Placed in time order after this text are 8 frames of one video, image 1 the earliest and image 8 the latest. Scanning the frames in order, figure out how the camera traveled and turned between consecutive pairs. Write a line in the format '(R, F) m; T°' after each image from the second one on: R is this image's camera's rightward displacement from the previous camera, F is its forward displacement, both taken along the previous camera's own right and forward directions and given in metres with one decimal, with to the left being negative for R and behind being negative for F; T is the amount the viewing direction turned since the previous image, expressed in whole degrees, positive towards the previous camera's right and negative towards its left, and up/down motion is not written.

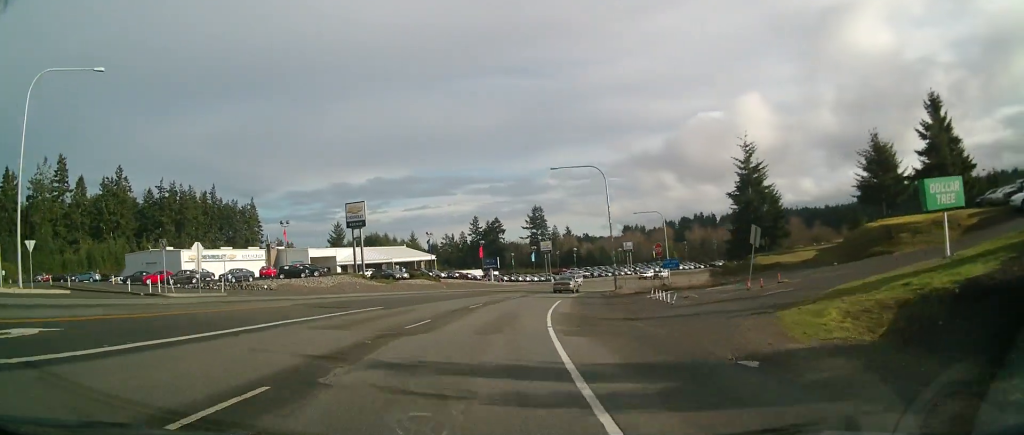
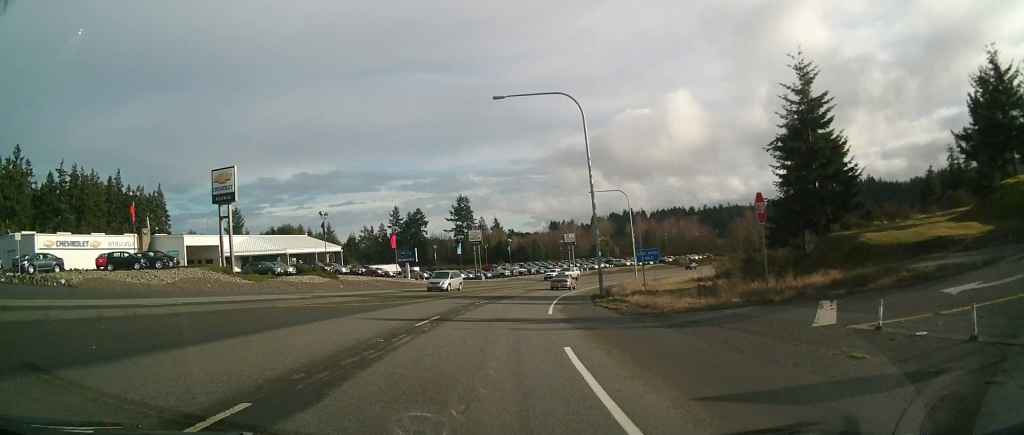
(+0.4, +24.0) m; +8°
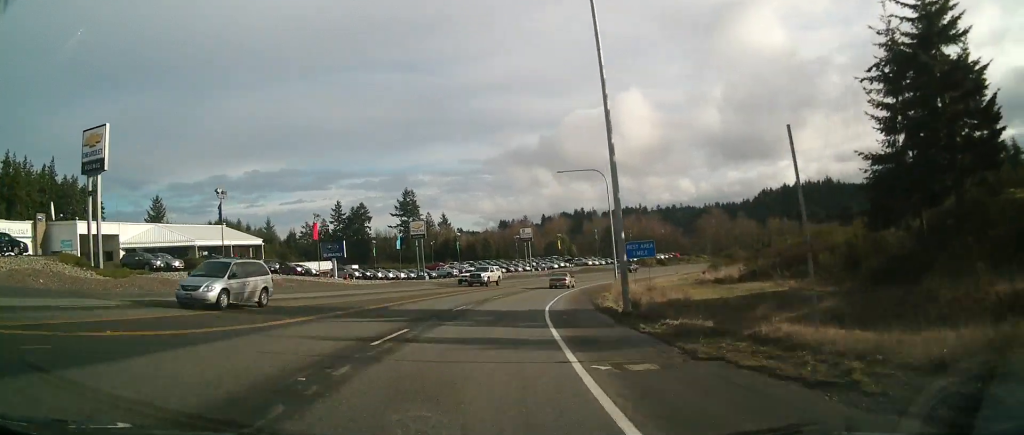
(+1.8, +16.6) m; +6°
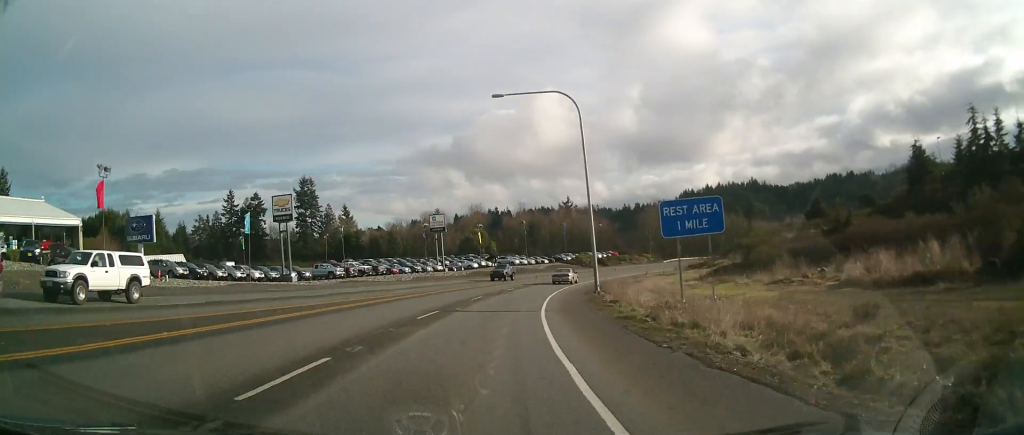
(+1.3, +29.1) m; +4°
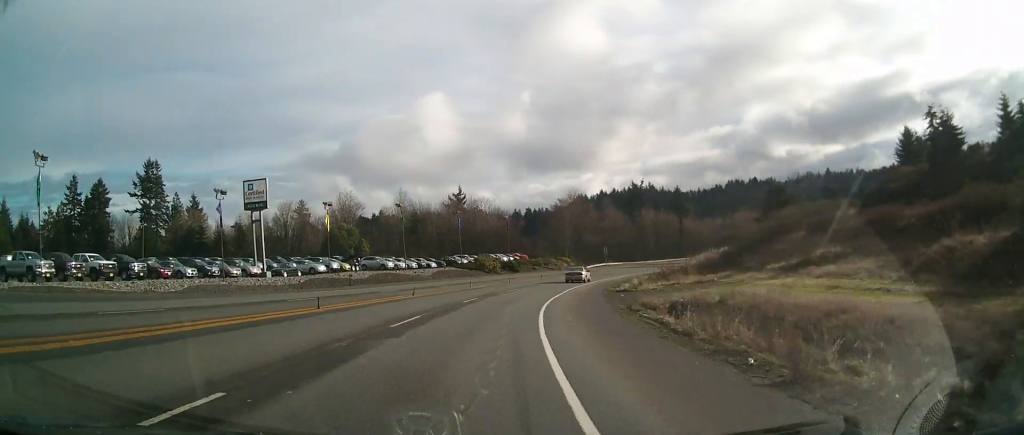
(+2.7, +38.8) m; +9°
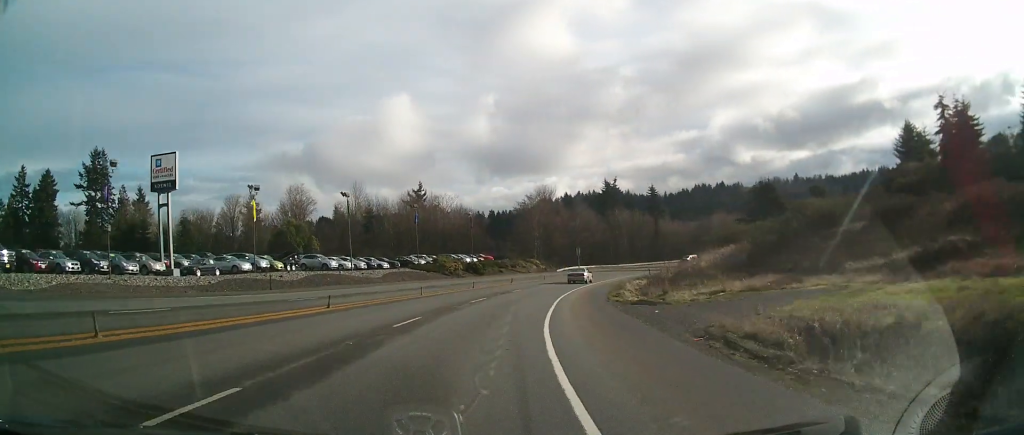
(+0.4, +11.9) m; +4°
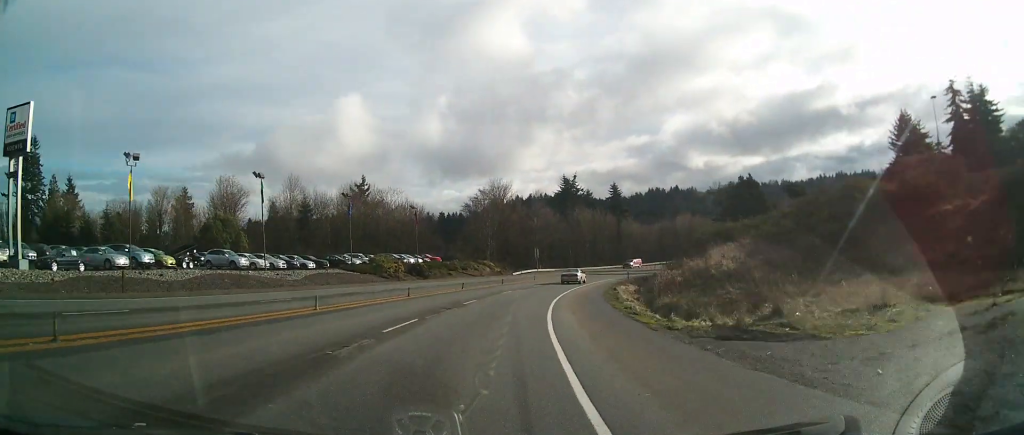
(+0.1, +13.5) m; +5°
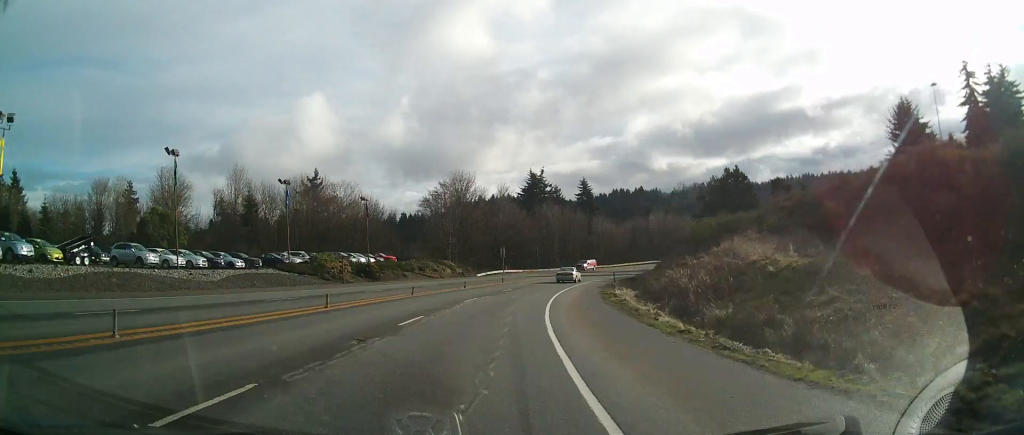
(+0.7, +10.5) m; +3°
